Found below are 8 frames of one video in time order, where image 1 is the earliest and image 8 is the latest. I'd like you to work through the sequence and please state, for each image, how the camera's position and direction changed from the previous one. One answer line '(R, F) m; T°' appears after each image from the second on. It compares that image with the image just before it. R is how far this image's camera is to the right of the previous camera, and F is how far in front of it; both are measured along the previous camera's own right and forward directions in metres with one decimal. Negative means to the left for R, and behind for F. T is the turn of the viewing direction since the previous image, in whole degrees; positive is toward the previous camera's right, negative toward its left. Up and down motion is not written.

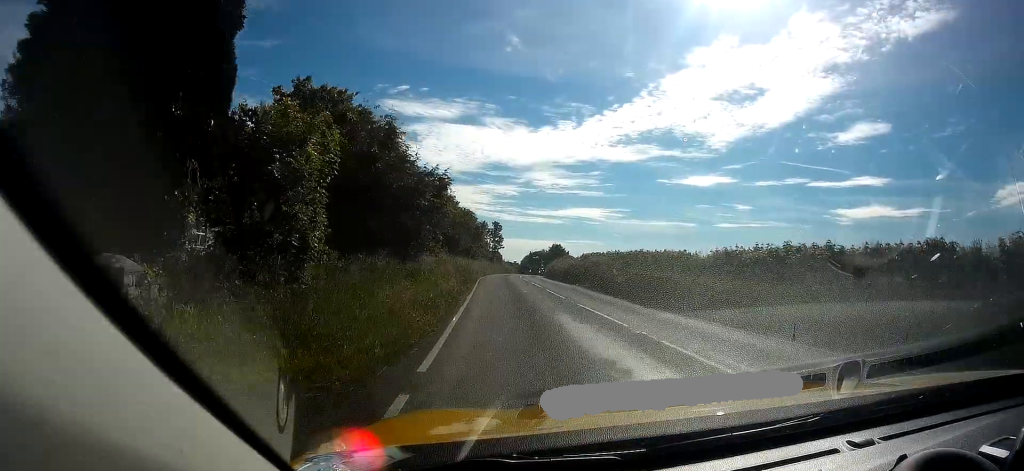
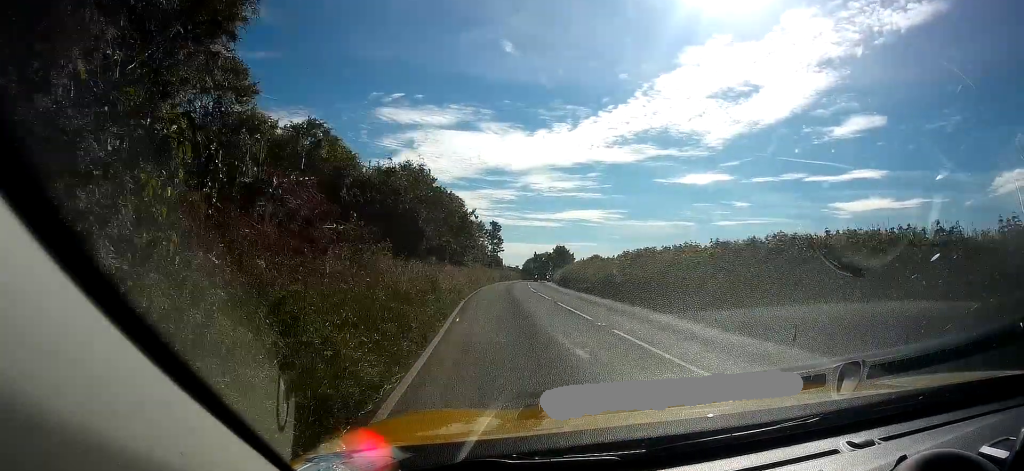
(0.0, +16.1) m; 0°
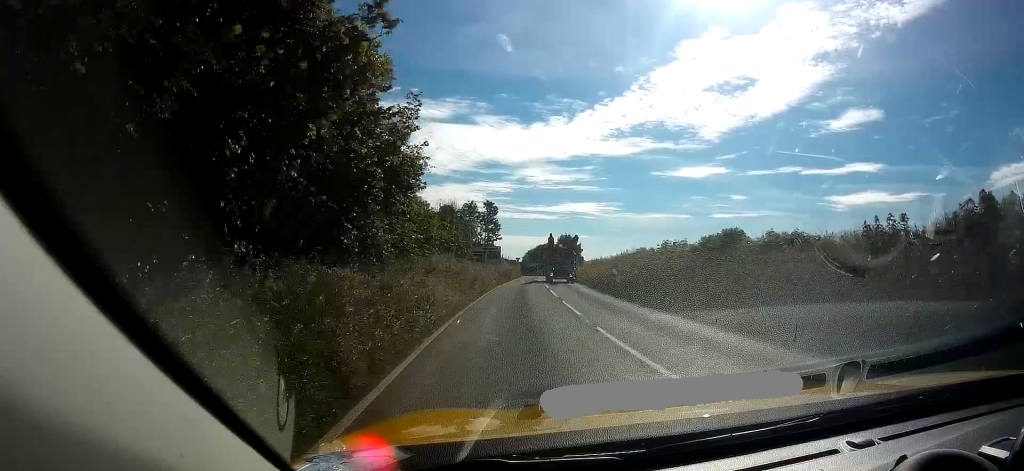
(-0.4, +26.0) m; -1°
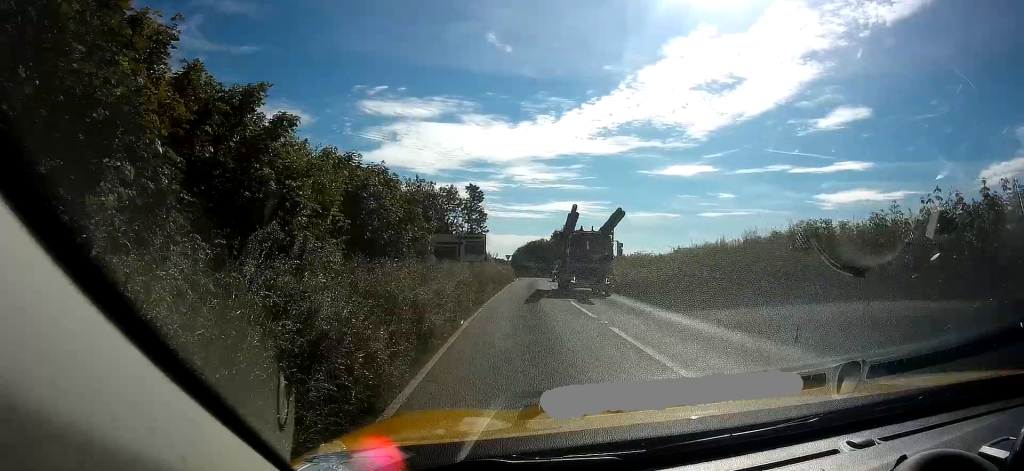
(+0.1, +18.5) m; 0°
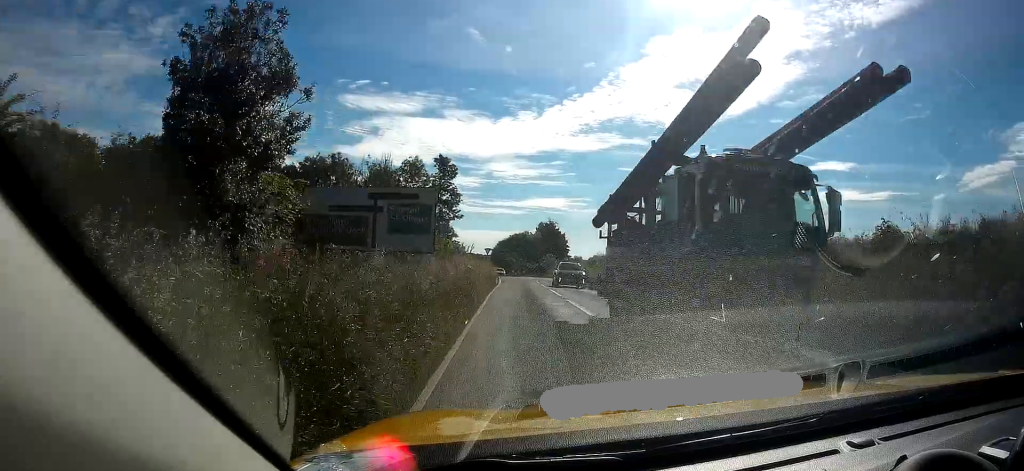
(+0.2, +17.7) m; +2°
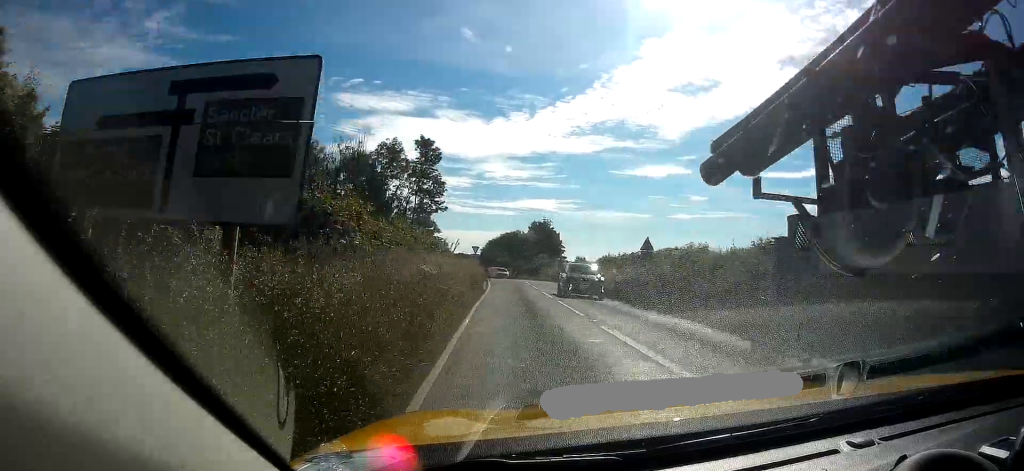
(+0.3, +8.7) m; +1°
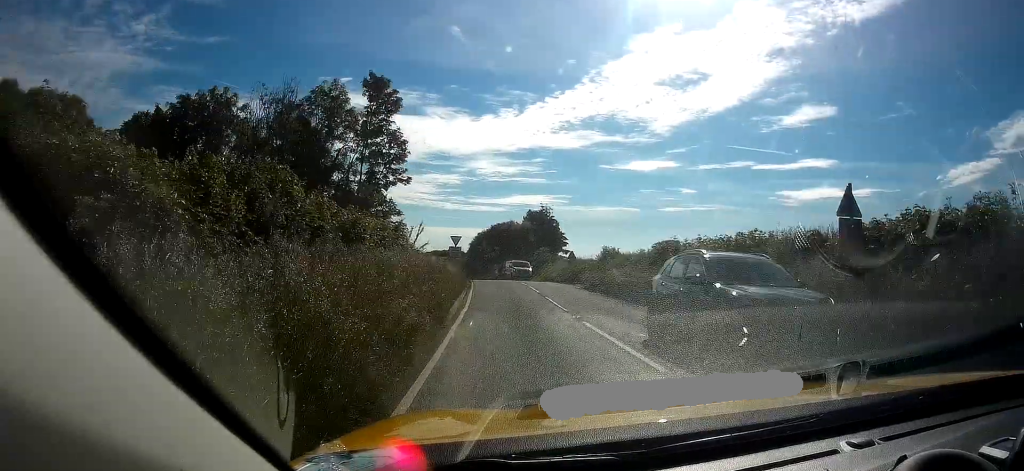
(+0.2, +17.4) m; -1°
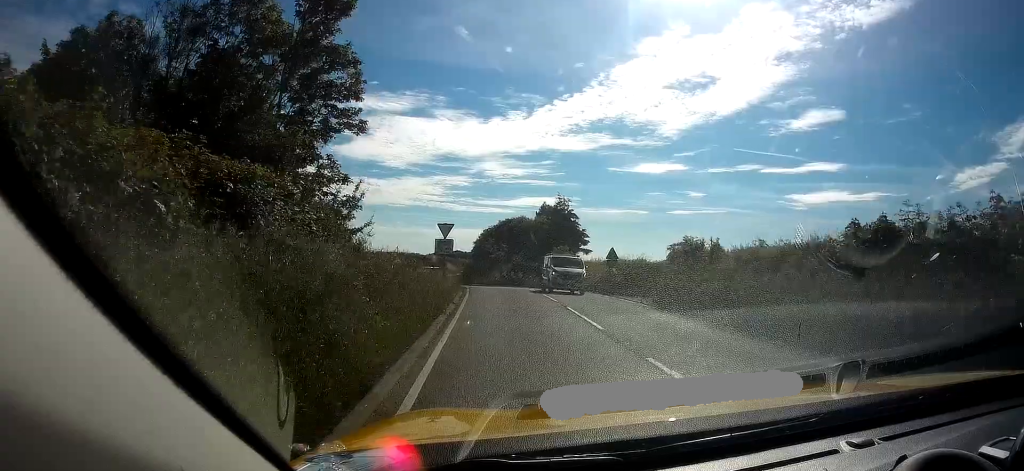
(-0.5, +14.7) m; -1°
